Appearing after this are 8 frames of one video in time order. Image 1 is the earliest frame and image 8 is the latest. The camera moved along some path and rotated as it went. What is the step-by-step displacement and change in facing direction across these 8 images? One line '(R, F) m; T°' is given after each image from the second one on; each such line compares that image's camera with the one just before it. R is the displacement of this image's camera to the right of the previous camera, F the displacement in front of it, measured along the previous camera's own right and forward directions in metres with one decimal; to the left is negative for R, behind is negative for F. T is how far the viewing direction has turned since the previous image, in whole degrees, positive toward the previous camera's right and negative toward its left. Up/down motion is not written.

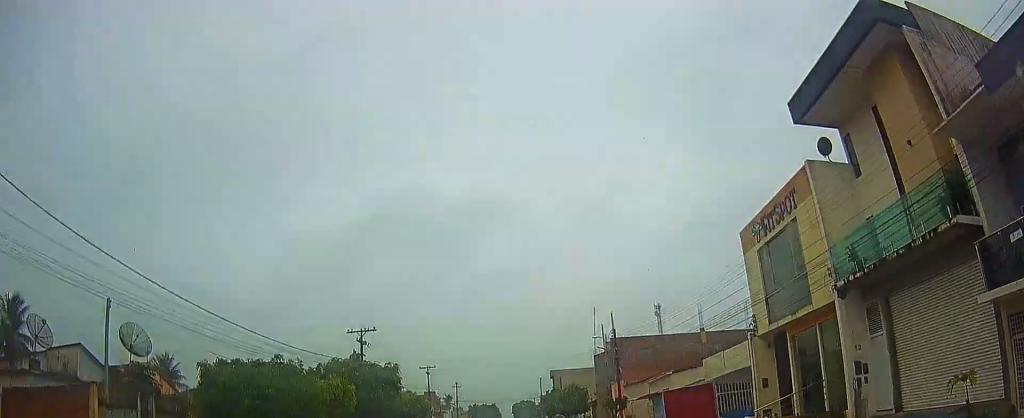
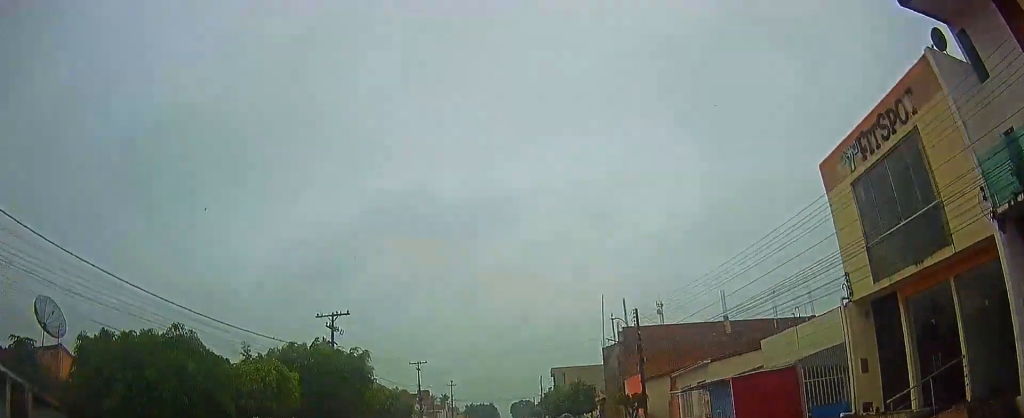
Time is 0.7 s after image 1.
(0.0, +6.5) m; 0°
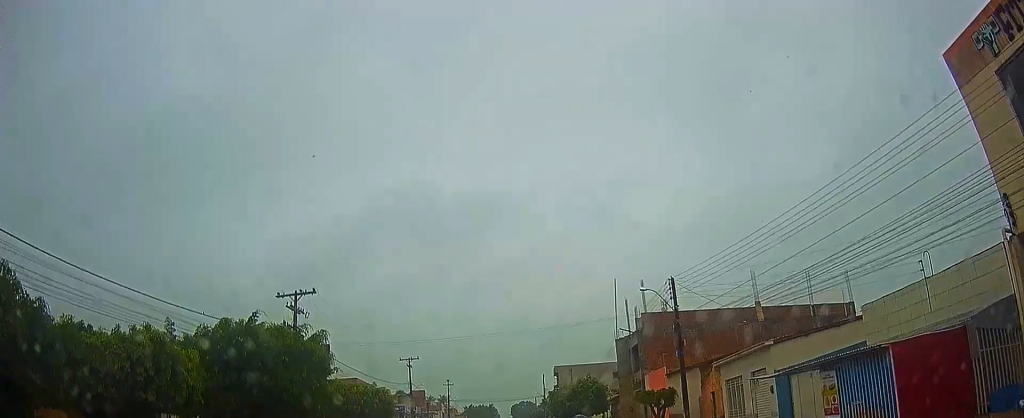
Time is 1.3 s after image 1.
(0.0, +6.3) m; +1°
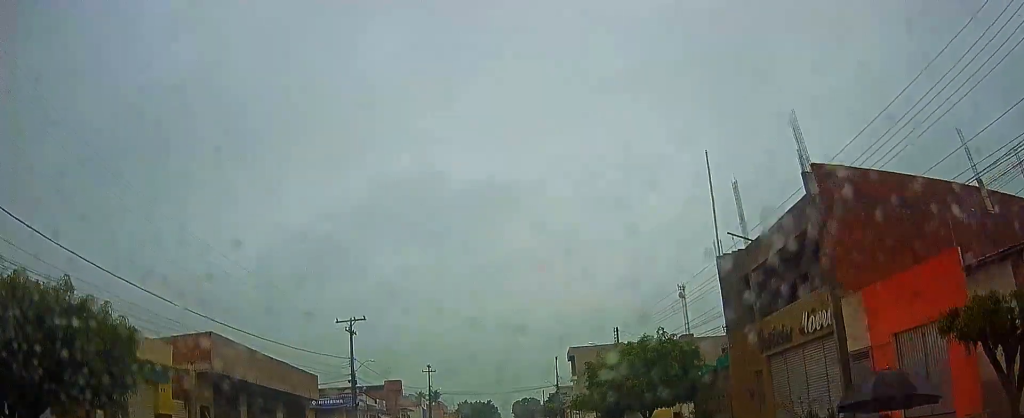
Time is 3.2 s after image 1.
(+0.7, +23.1) m; +3°
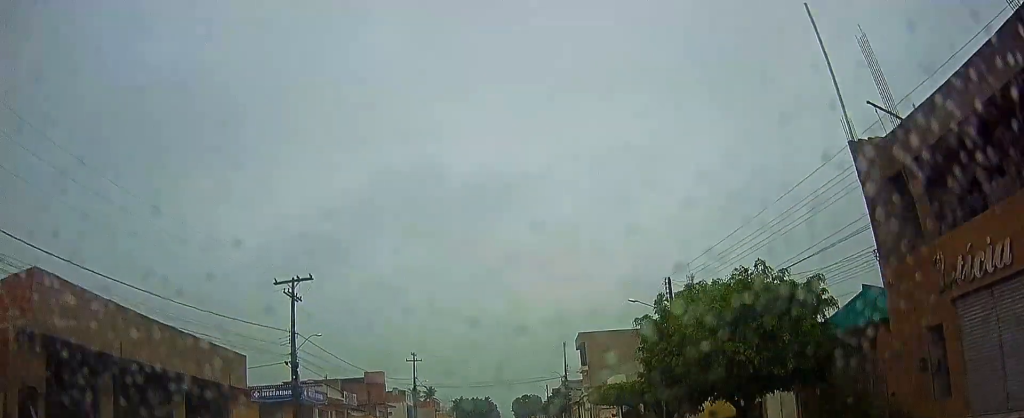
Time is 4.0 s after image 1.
(0.0, +11.0) m; +1°
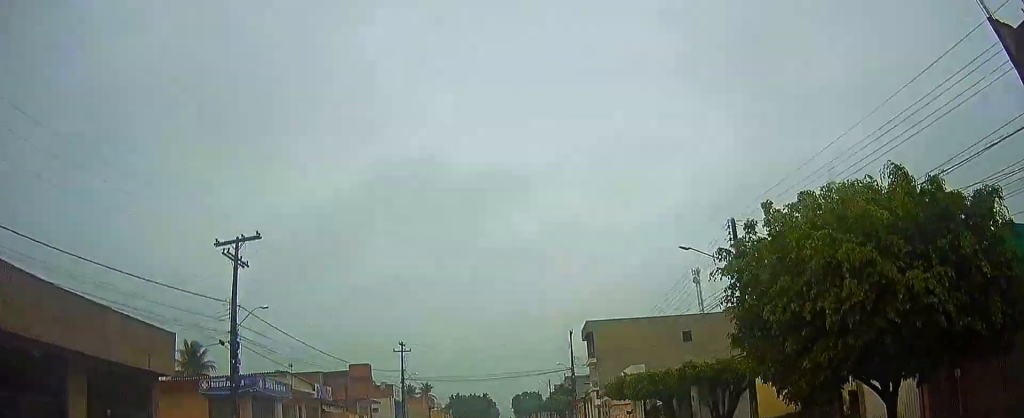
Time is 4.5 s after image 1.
(+0.2, +6.9) m; 0°
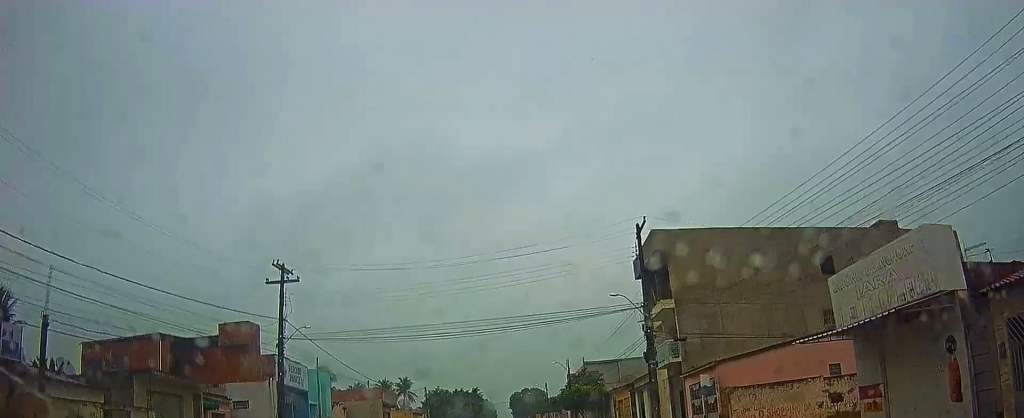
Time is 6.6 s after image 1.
(-0.2, +32.5) m; -1°
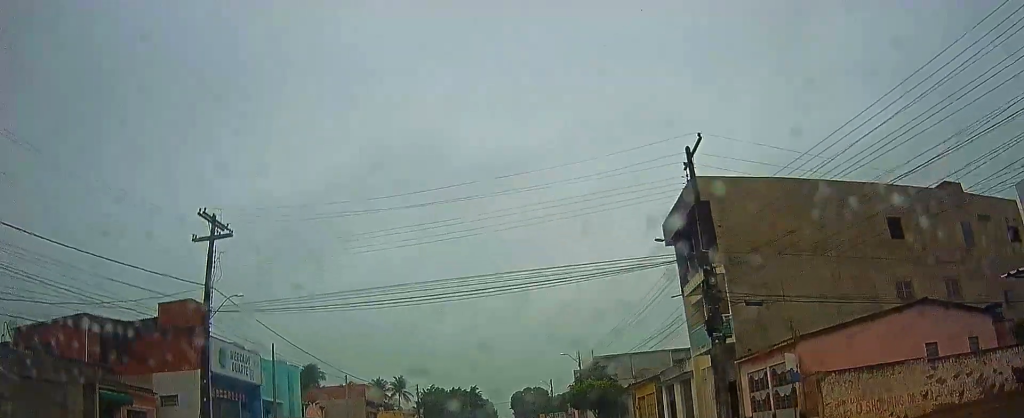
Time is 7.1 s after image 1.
(0.0, +8.0) m; 0°
